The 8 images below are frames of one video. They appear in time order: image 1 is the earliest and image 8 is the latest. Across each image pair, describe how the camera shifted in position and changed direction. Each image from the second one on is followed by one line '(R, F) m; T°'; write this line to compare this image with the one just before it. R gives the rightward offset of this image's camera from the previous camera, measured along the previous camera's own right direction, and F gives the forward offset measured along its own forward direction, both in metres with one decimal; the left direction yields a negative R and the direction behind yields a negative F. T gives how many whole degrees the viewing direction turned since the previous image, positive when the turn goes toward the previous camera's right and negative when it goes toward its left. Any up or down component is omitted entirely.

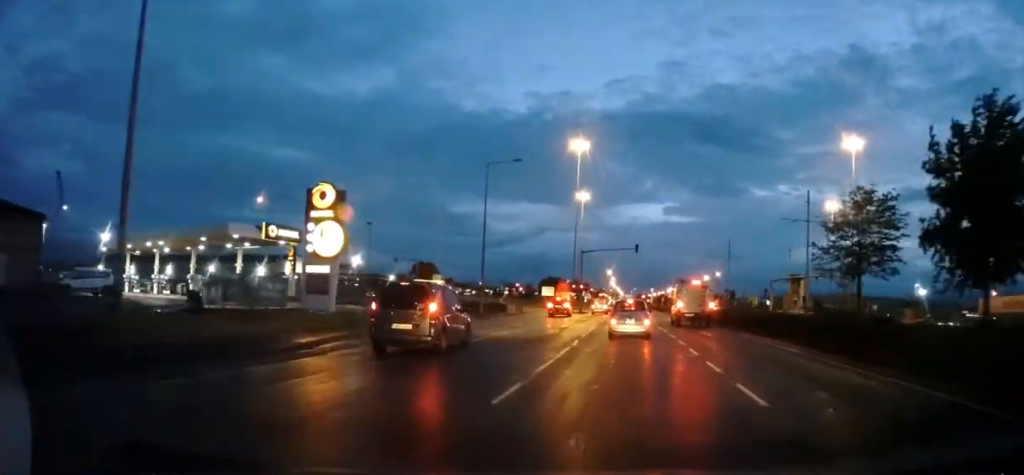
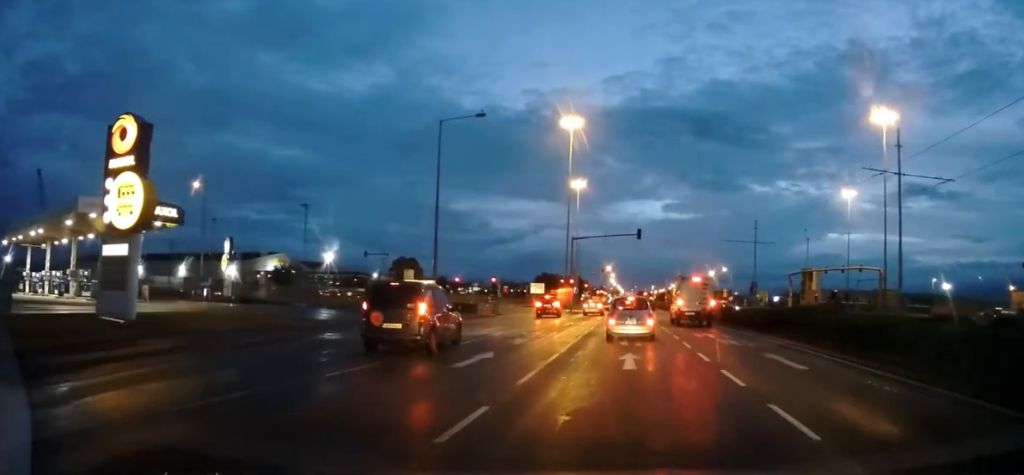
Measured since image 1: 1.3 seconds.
(-0.2, +13.9) m; 0°
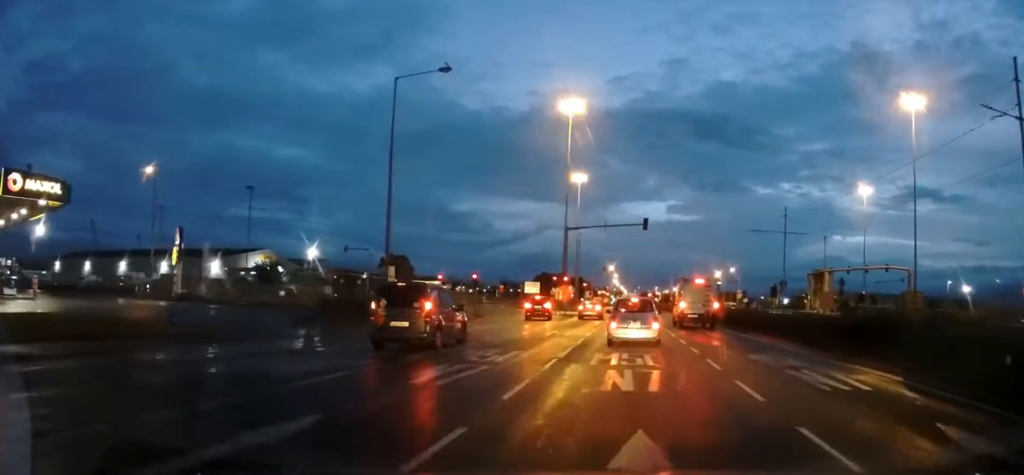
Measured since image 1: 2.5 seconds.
(+0.2, +9.4) m; +2°
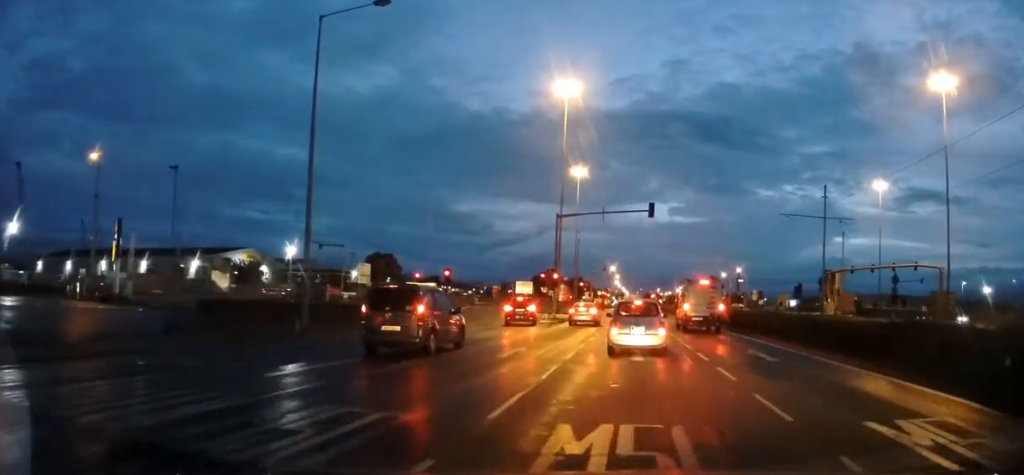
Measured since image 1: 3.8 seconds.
(+0.1, +9.1) m; -4°
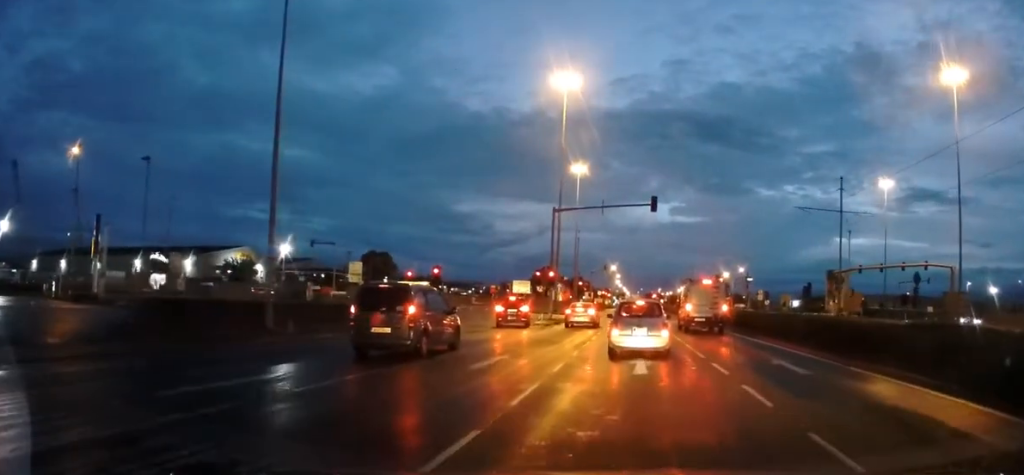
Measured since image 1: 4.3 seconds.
(-0.2, +2.6) m; -1°
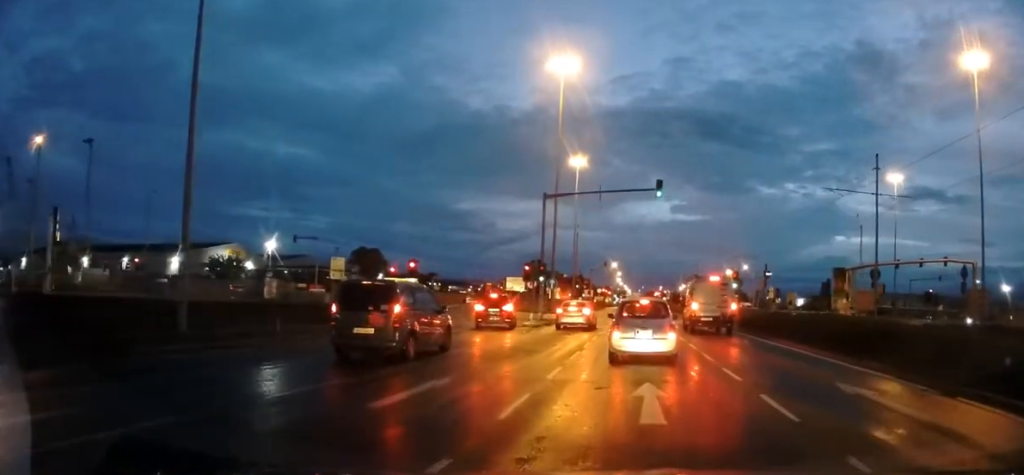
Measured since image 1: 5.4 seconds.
(-0.1, +4.9) m; +3°
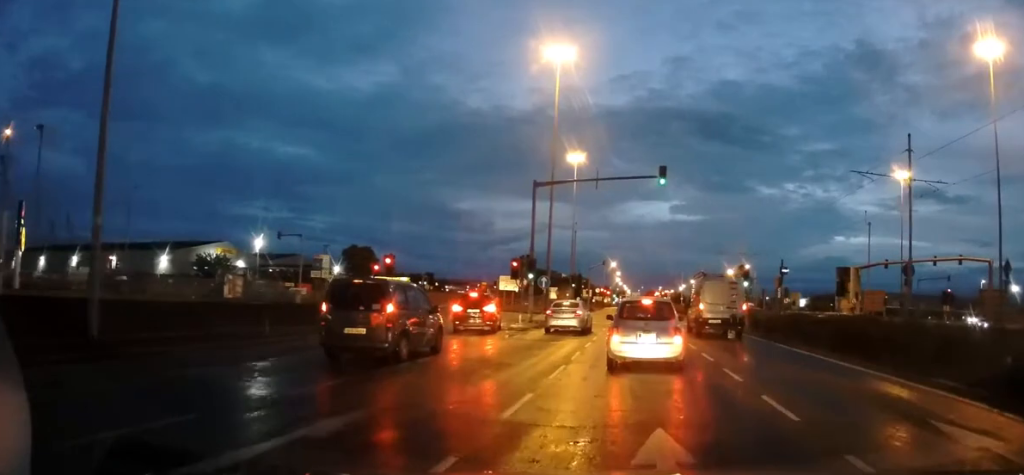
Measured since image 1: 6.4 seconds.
(+0.3, +3.8) m; +5°
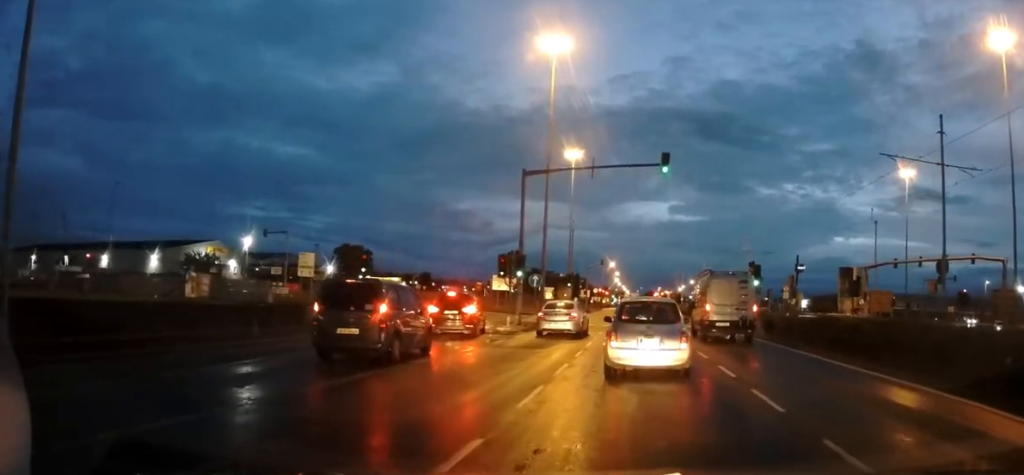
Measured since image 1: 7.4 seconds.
(0.0, +3.0) m; -2°
